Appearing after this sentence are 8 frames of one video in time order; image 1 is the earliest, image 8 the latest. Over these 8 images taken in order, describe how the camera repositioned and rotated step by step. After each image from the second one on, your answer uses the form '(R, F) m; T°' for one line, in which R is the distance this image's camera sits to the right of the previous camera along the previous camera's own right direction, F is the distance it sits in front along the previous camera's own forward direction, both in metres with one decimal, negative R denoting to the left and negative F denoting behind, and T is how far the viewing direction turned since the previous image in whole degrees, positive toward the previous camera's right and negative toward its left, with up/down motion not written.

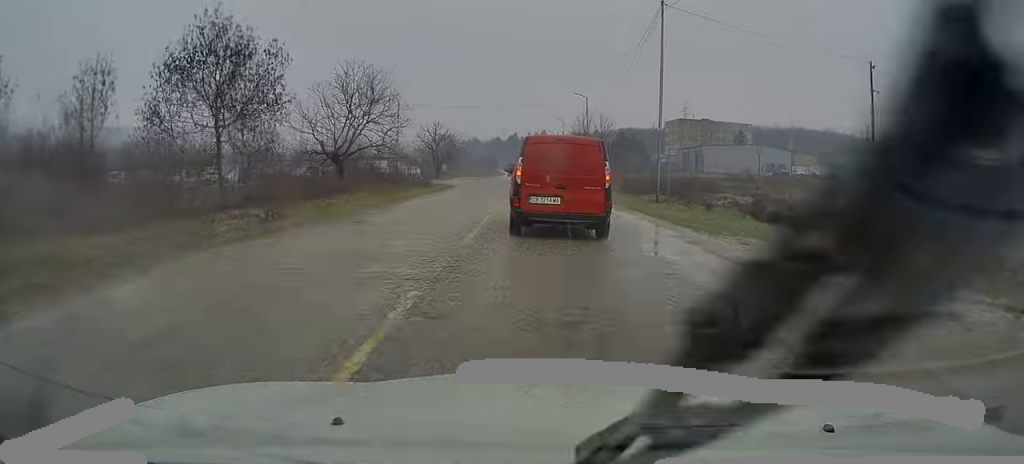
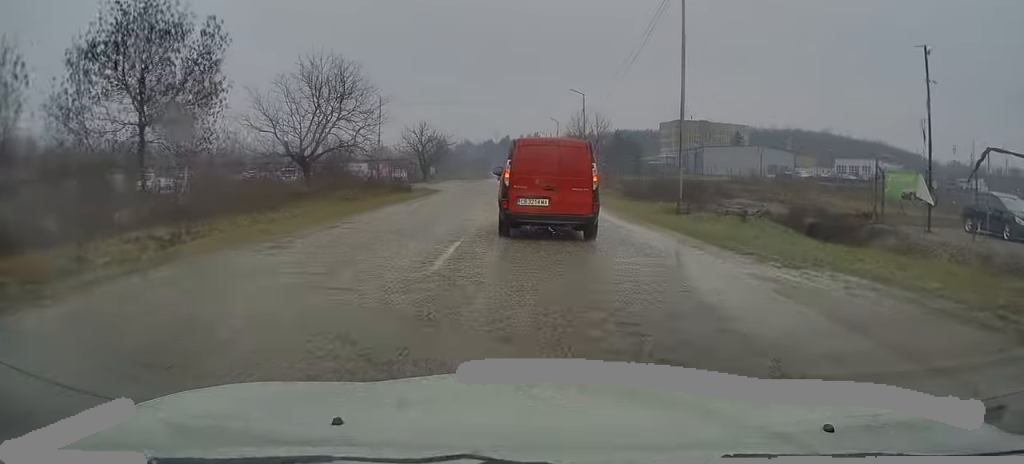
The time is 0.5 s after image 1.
(+0.1, +4.7) m; +1°
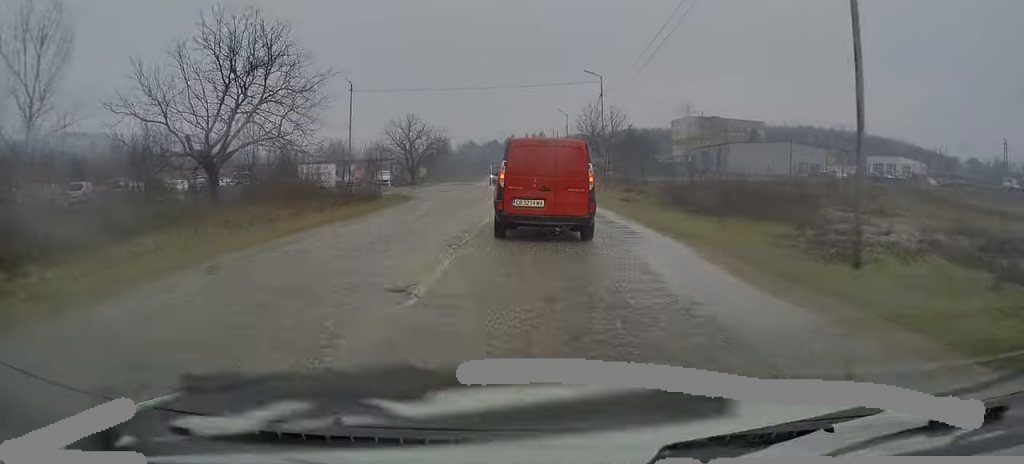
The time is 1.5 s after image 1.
(+0.2, +10.6) m; 0°
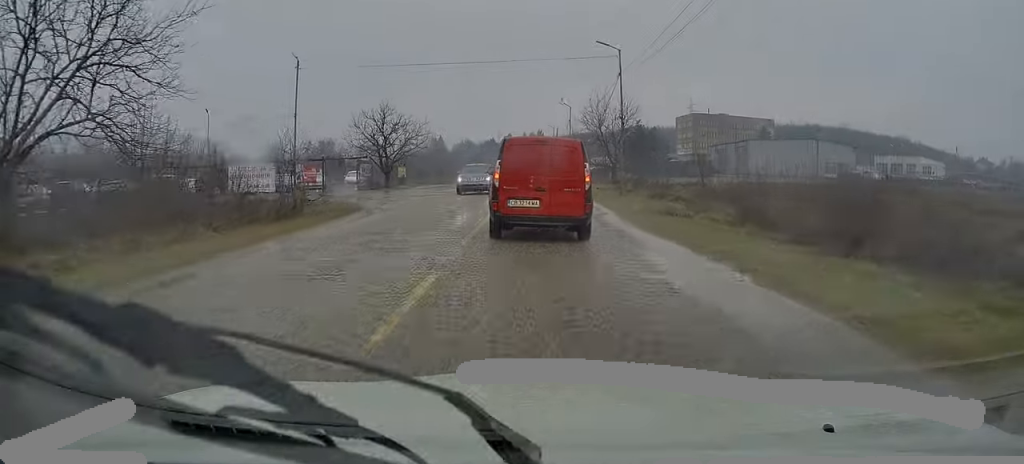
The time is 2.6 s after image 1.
(-0.2, +10.3) m; 0°
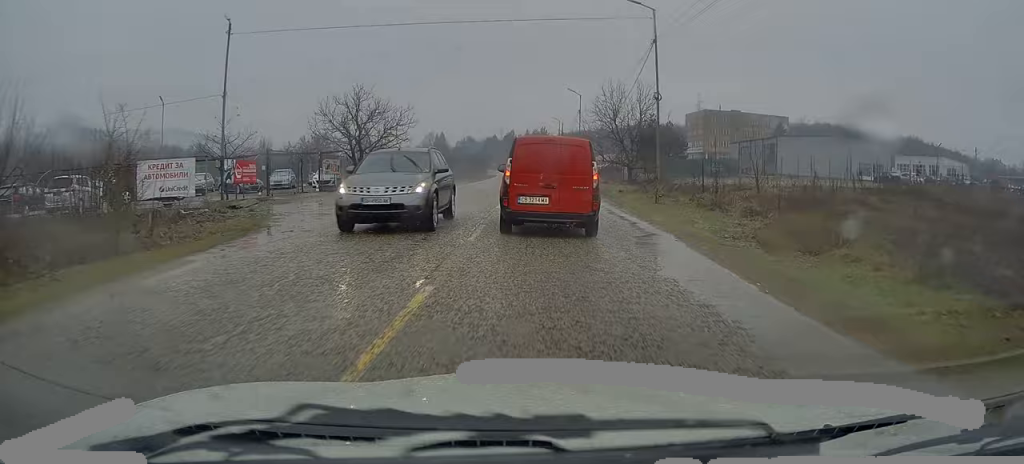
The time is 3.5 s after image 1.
(+0.1, +9.0) m; +1°
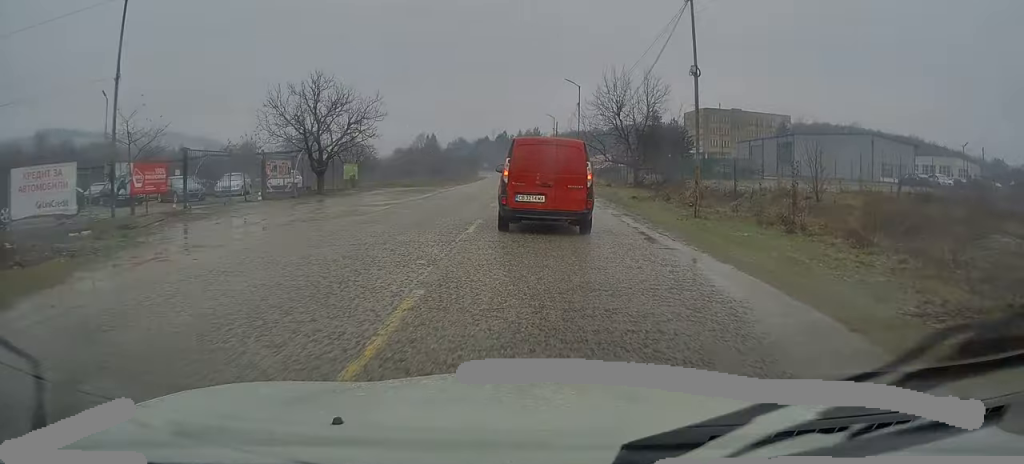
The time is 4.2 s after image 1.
(0.0, +7.4) m; +1°
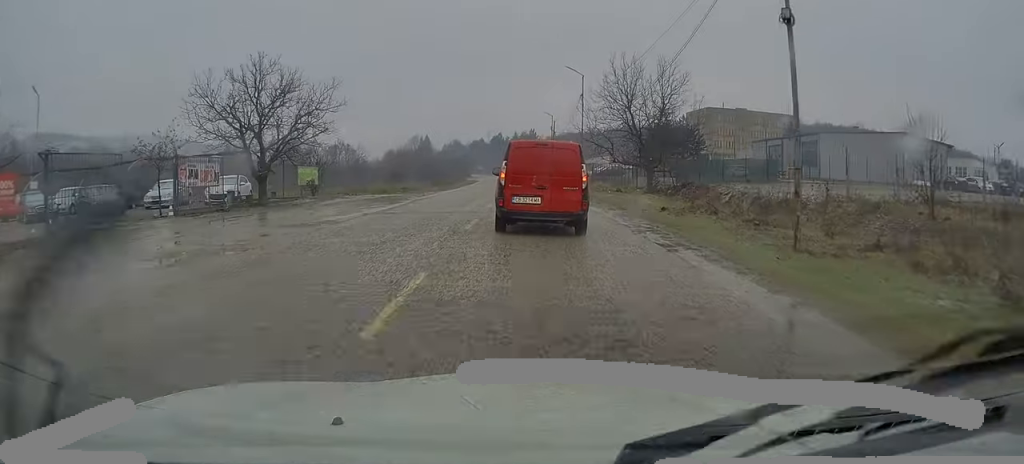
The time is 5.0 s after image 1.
(+0.1, +7.8) m; +1°
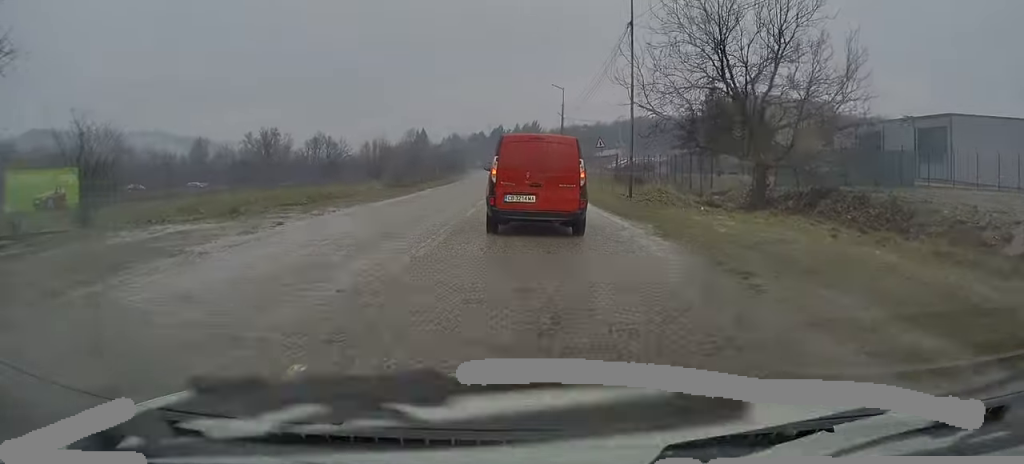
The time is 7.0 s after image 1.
(+0.1, +21.5) m; -1°
